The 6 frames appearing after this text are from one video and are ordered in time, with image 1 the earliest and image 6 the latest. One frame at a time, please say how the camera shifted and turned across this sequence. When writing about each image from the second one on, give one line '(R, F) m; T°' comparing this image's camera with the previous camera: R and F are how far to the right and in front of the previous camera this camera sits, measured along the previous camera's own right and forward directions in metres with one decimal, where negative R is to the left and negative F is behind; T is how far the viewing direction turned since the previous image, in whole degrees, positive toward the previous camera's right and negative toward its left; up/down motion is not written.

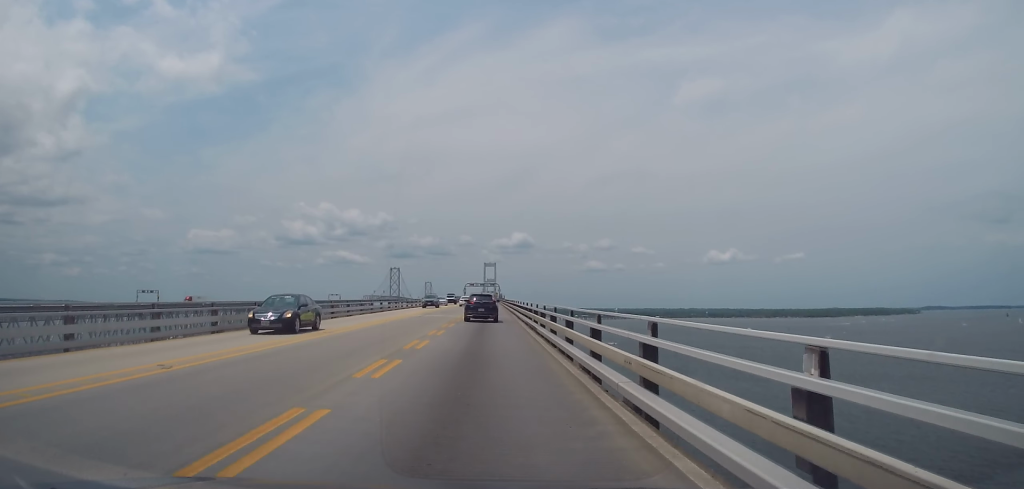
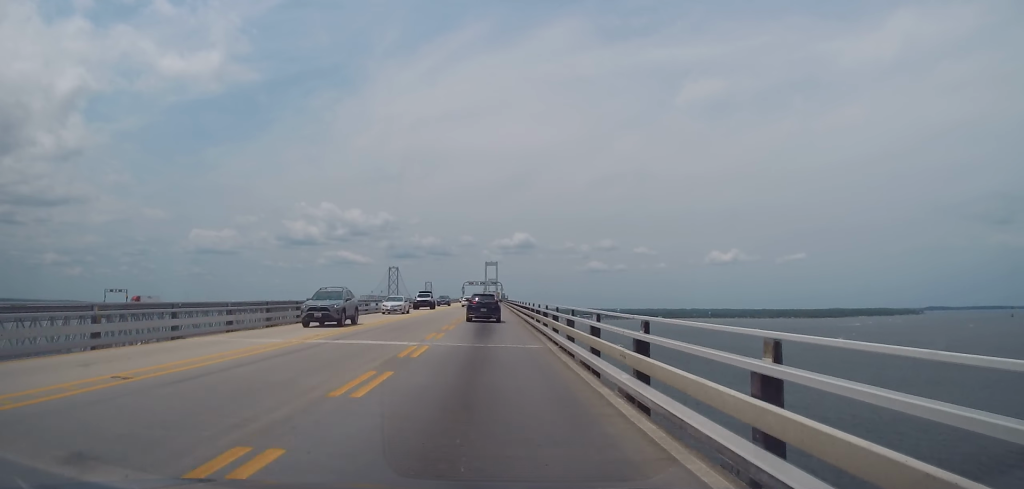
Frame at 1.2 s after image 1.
(-0.3, +26.5) m; -1°
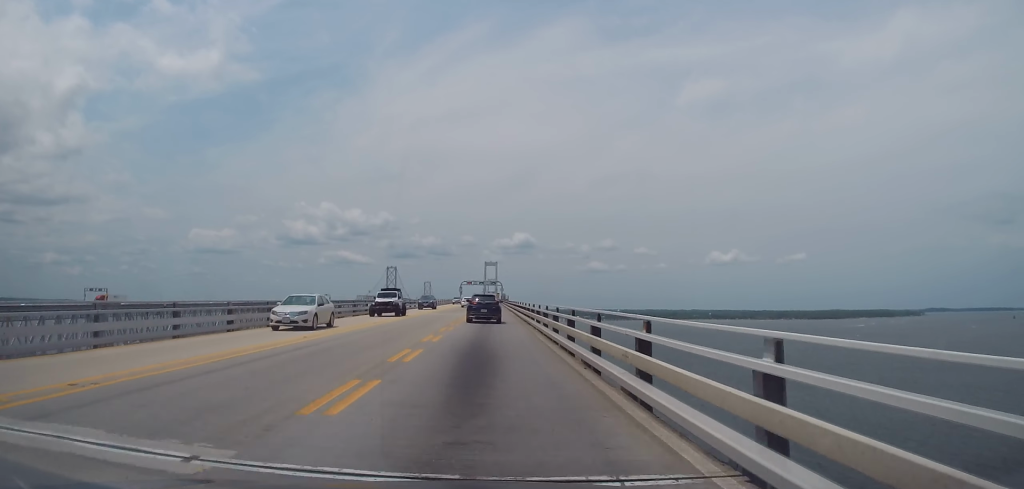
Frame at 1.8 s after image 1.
(-0.2, +13.6) m; 0°
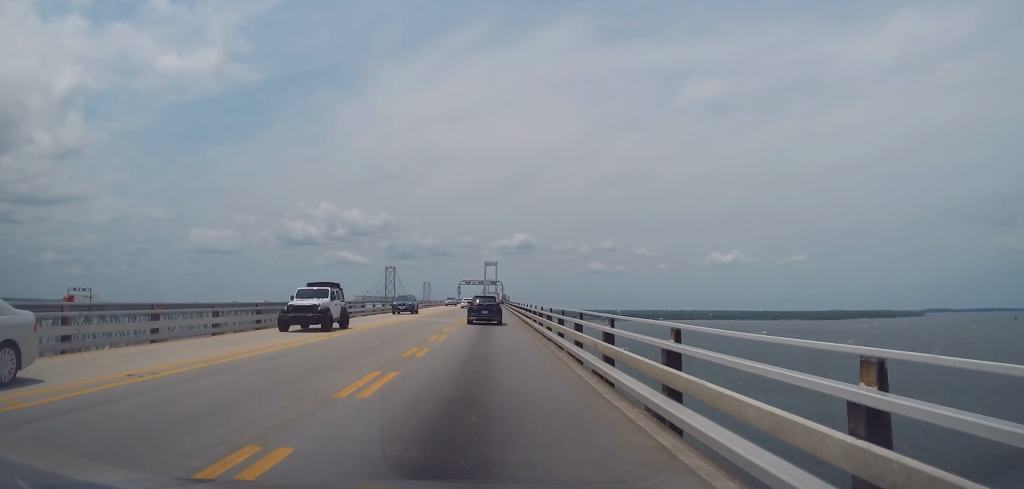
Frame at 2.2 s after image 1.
(+0.2, +10.6) m; +1°
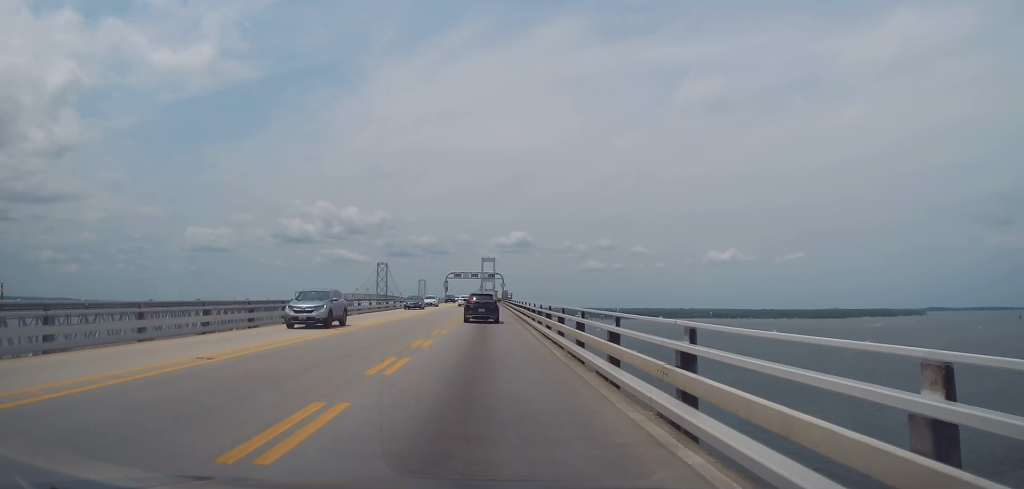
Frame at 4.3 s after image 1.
(+0.6, +46.3) m; +1°
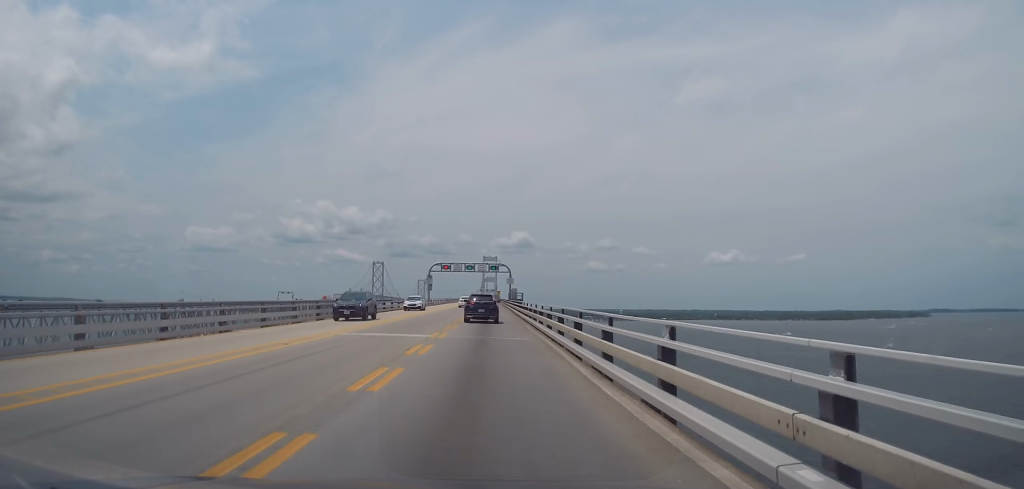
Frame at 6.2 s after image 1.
(-0.3, +44.7) m; -1°
